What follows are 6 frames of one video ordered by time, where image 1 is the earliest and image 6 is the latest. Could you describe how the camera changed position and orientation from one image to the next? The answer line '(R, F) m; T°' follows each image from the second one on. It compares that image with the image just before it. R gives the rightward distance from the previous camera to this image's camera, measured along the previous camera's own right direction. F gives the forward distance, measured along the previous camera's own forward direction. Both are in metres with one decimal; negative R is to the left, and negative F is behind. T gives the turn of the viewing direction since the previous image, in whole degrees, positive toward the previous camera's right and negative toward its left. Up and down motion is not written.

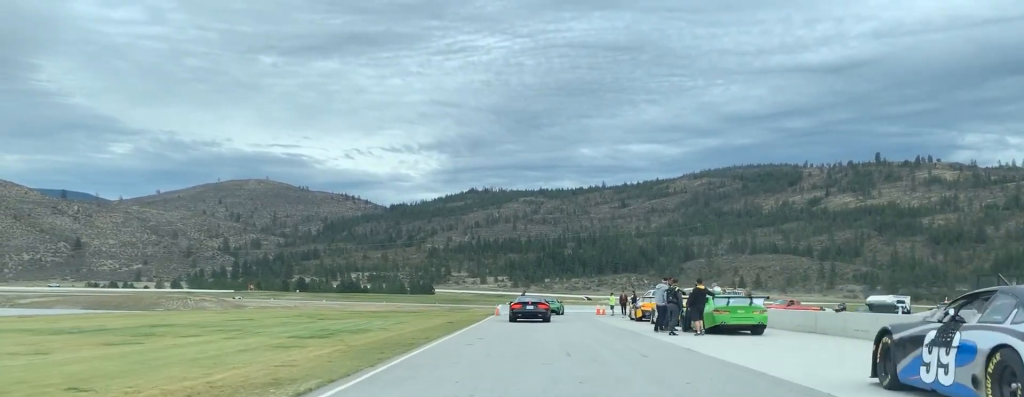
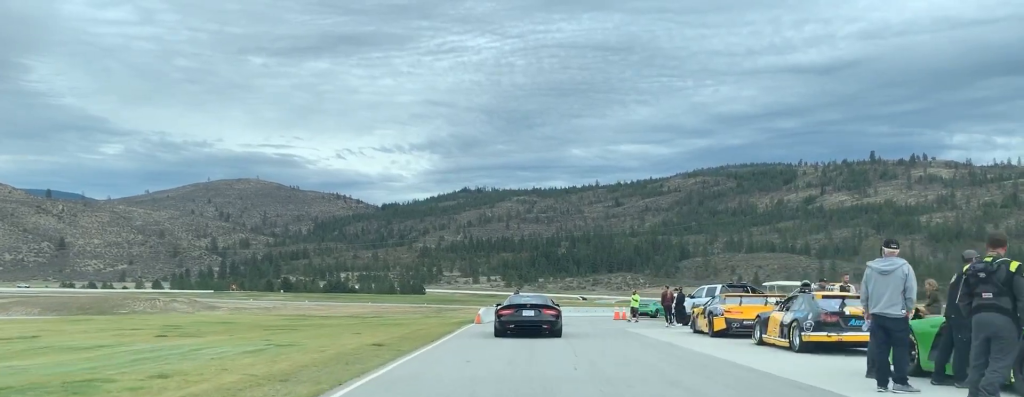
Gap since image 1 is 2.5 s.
(+1.1, +17.9) m; +4°
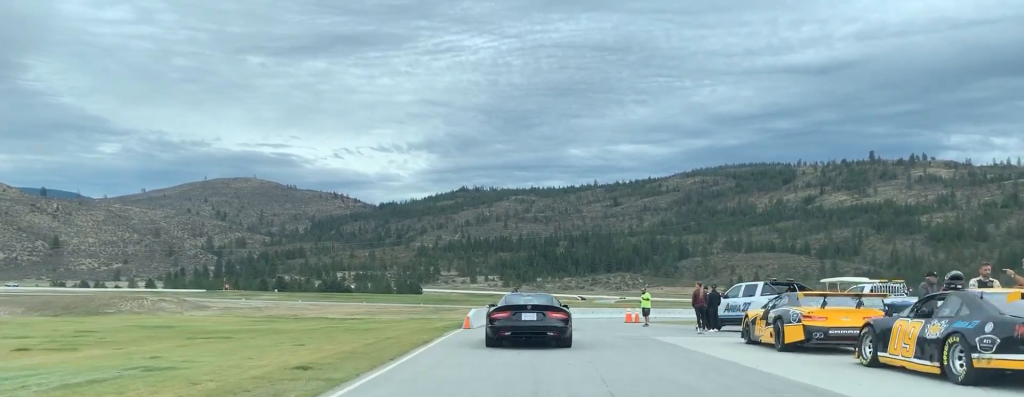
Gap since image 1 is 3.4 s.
(-0.4, +6.2) m; -3°
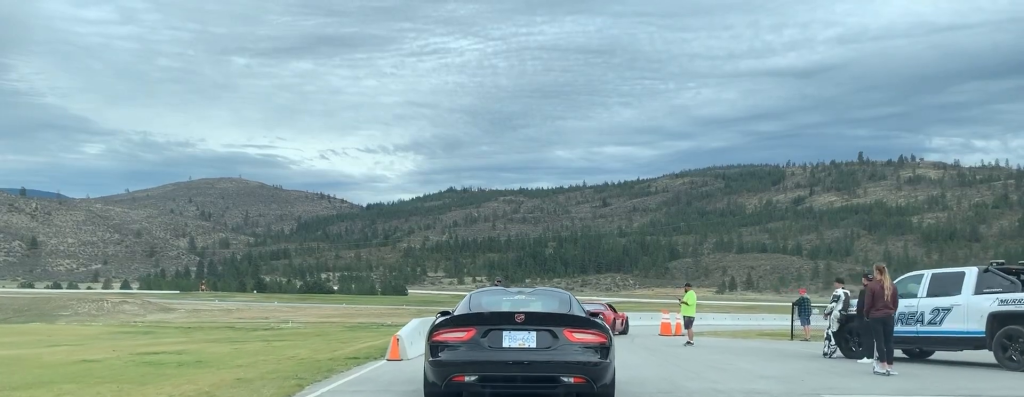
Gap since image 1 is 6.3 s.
(-0.1, +15.0) m; +5°
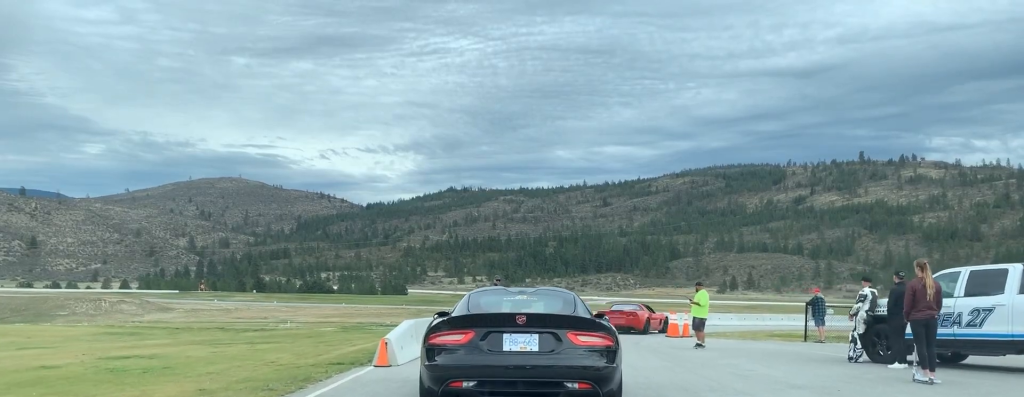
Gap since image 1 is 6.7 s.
(+0.1, +1.7) m; +1°
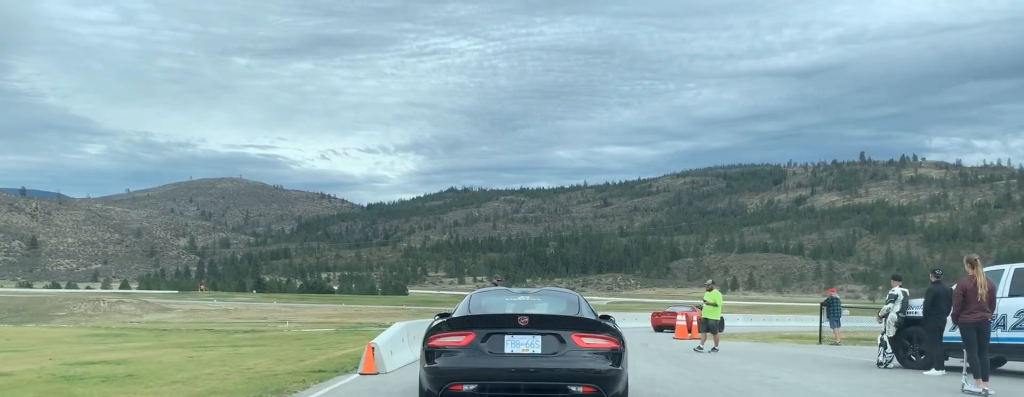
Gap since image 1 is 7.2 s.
(-0.1, +1.6) m; -1°
